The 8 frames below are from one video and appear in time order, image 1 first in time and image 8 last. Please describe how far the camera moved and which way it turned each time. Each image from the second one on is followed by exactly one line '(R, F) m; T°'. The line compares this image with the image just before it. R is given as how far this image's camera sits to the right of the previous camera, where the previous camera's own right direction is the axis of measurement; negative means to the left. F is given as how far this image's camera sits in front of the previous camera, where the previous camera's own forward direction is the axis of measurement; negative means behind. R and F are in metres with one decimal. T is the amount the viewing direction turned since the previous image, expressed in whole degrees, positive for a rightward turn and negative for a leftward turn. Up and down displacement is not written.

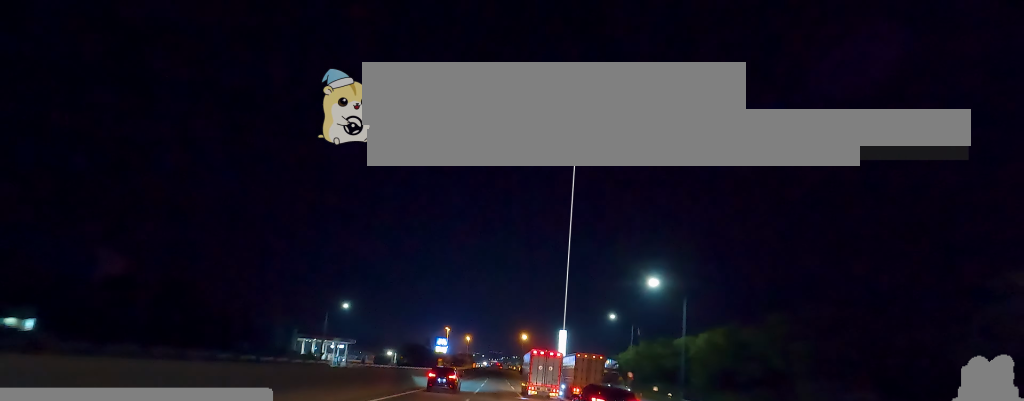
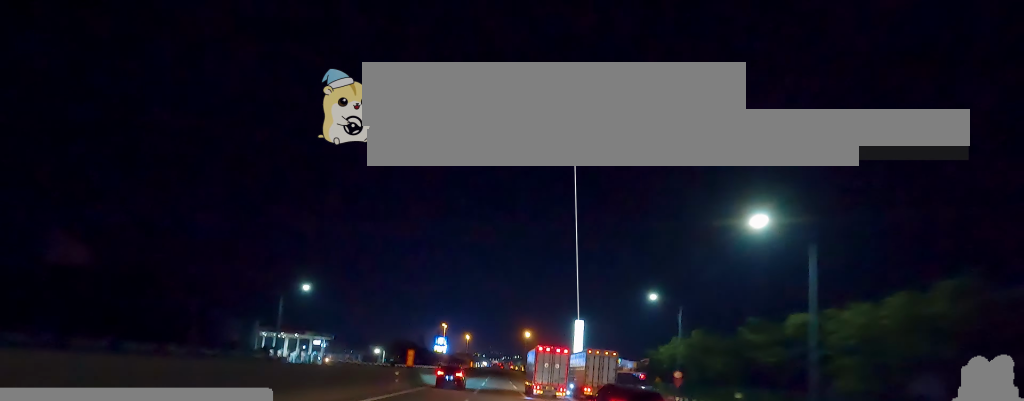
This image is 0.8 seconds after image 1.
(-0.1, +22.5) m; 0°
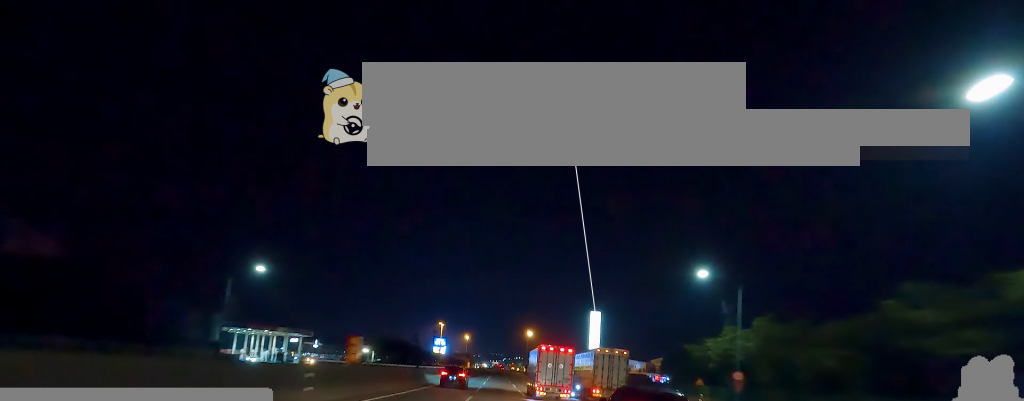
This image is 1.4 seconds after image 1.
(-0.8, +16.0) m; 0°
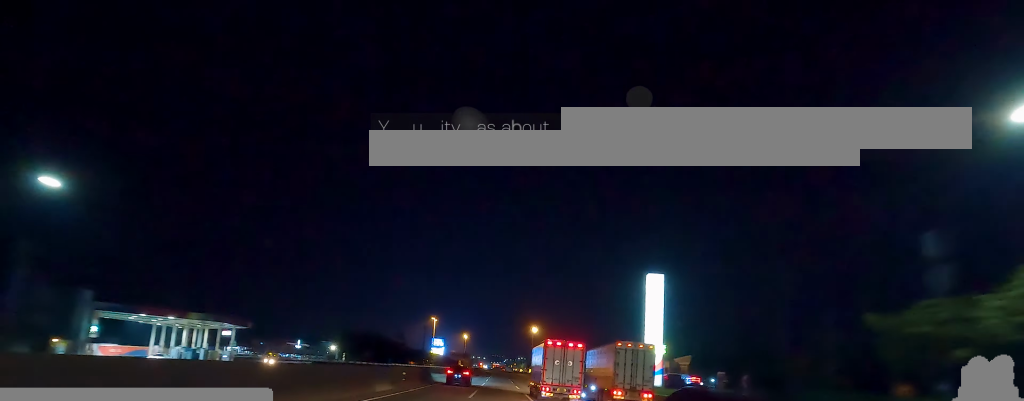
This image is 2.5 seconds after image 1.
(+1.4, +31.4) m; +3°
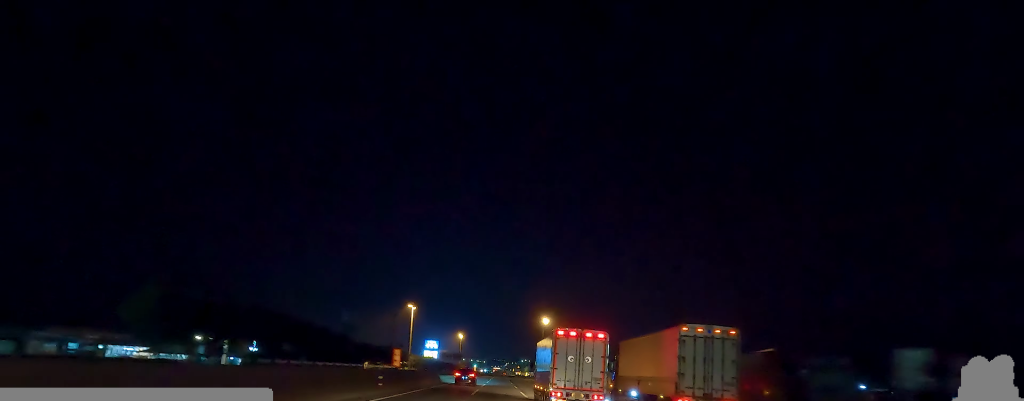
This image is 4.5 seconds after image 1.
(-2.6, +56.9) m; -3°
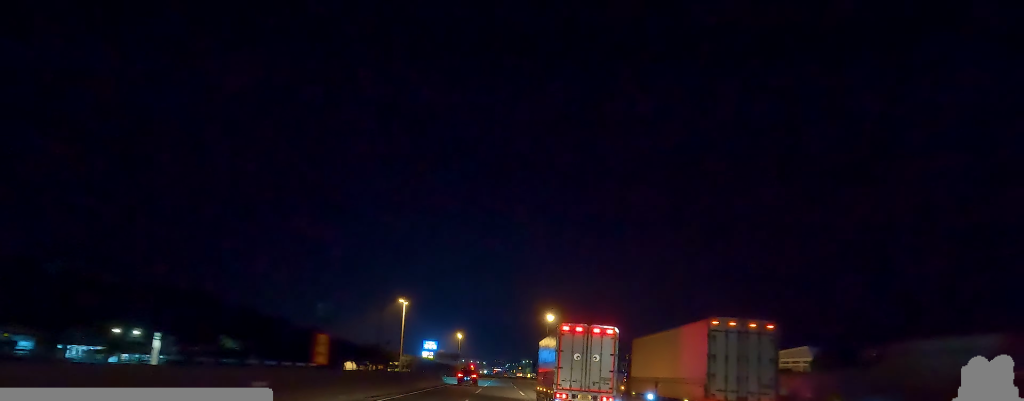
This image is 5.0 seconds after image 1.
(+0.9, +15.1) m; 0°
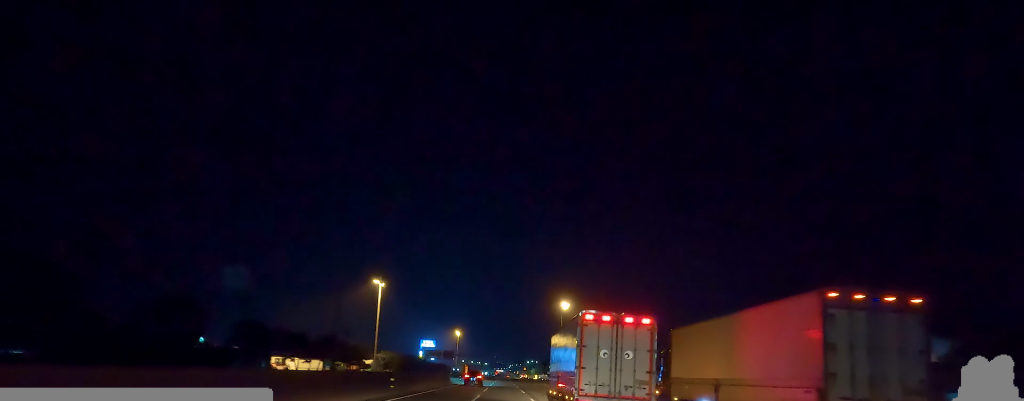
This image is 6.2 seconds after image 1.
(-0.6, +33.1) m; 0°
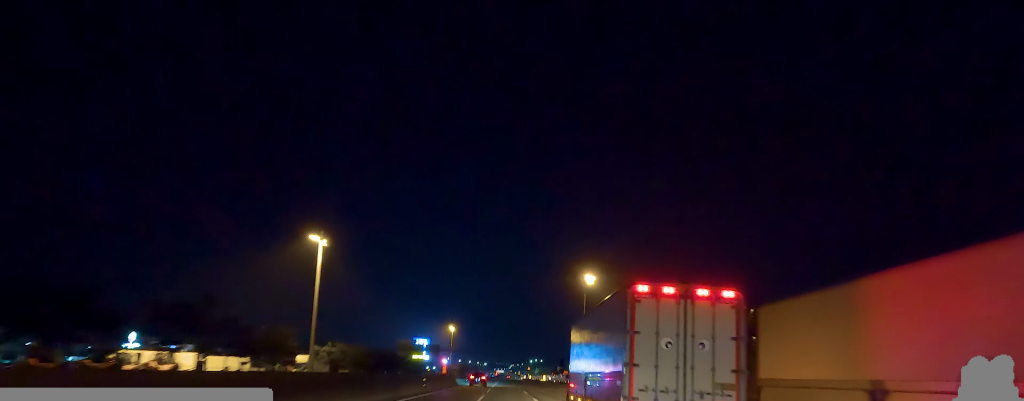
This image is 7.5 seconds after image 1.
(+1.3, +39.1) m; +2°
